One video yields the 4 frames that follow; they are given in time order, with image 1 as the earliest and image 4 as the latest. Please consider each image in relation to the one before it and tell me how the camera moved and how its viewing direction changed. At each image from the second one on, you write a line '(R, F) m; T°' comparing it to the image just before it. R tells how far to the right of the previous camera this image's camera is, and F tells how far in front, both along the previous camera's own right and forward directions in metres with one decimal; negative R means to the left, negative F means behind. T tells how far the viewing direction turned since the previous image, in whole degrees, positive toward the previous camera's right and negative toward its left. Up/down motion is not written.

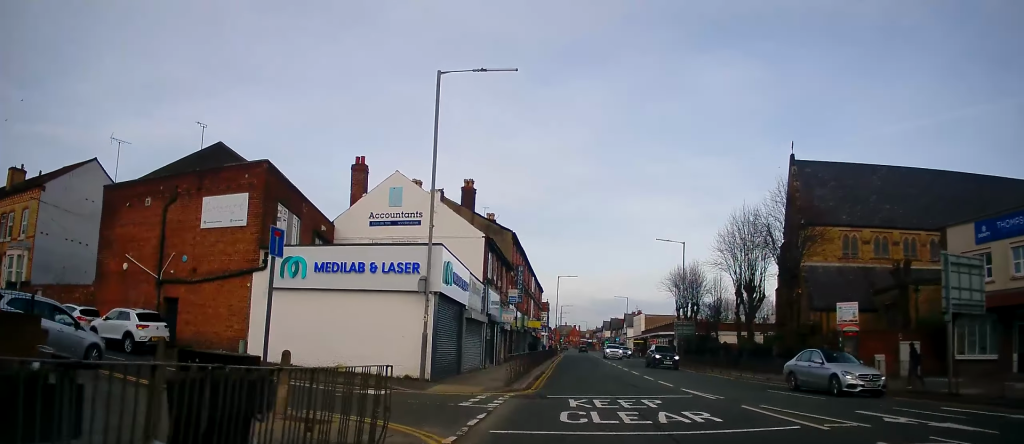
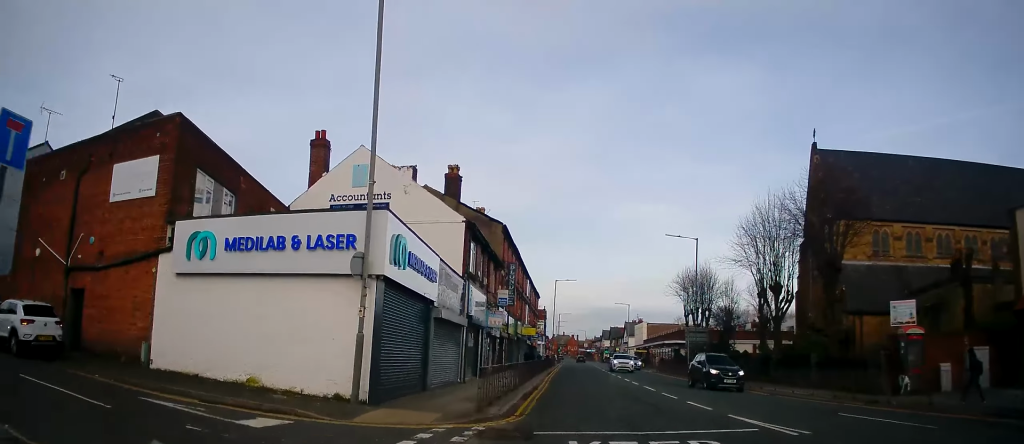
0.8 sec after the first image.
(-0.1, +5.3) m; +1°
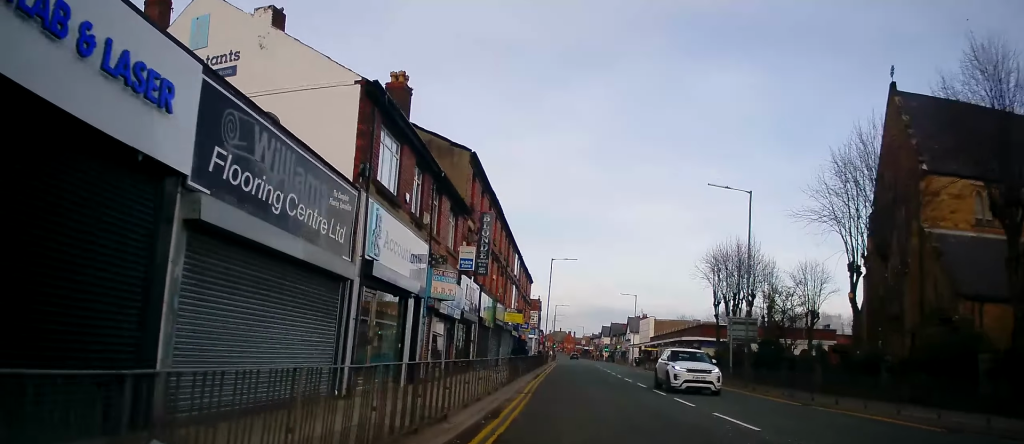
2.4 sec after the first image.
(+0.3, +12.6) m; +2°
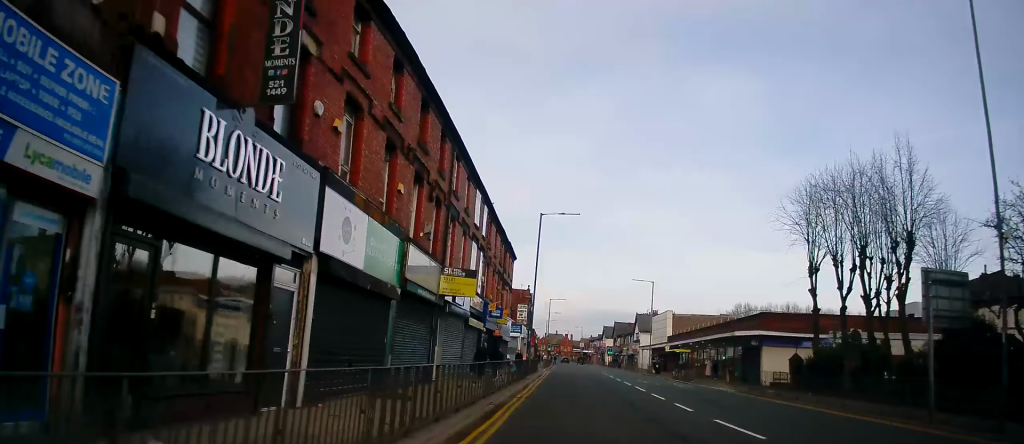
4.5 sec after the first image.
(0.0, +19.3) m; -2°
